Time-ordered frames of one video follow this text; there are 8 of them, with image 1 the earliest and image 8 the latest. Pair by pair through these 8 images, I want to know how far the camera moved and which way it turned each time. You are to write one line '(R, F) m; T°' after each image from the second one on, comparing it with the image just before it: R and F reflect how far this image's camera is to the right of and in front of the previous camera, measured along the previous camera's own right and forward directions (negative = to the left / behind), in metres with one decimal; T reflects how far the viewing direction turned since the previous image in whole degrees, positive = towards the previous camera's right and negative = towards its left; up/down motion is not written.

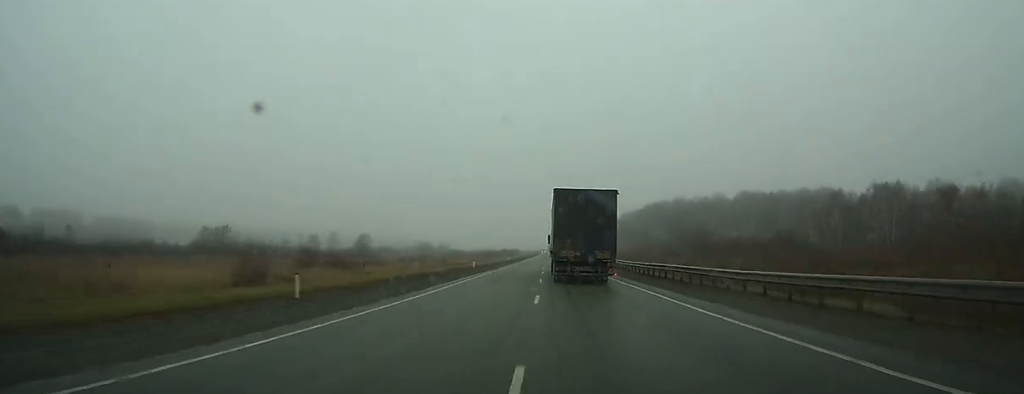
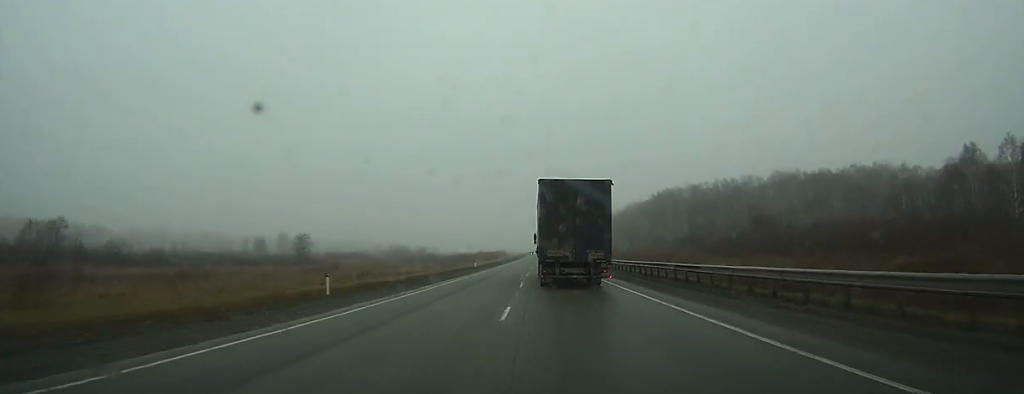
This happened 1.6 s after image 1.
(+0.4, +40.1) m; +1°
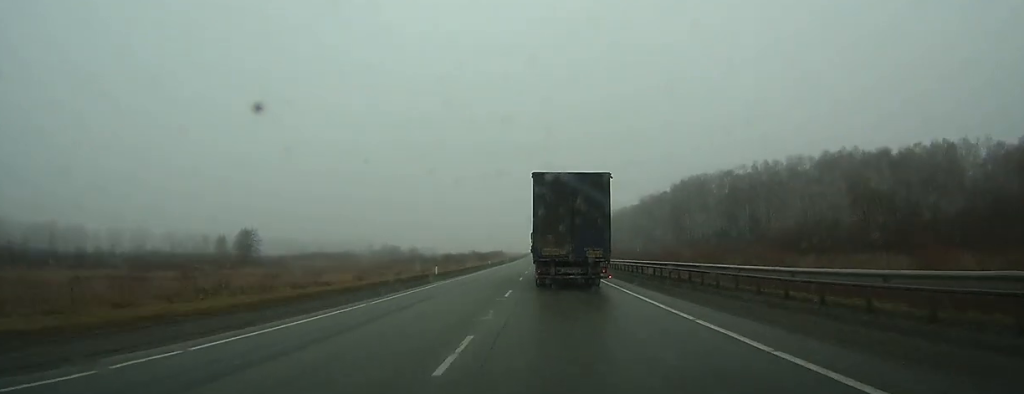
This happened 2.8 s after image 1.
(+0.1, +29.7) m; 0°
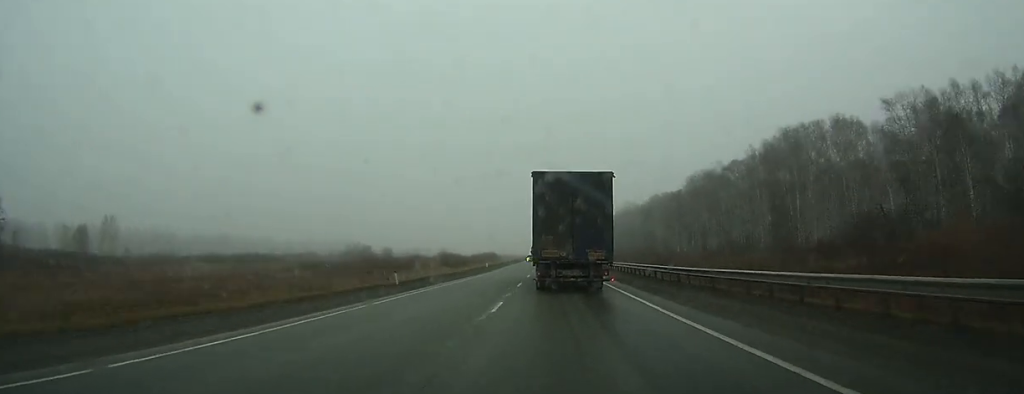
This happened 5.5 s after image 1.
(-0.4, +66.6) m; -1°
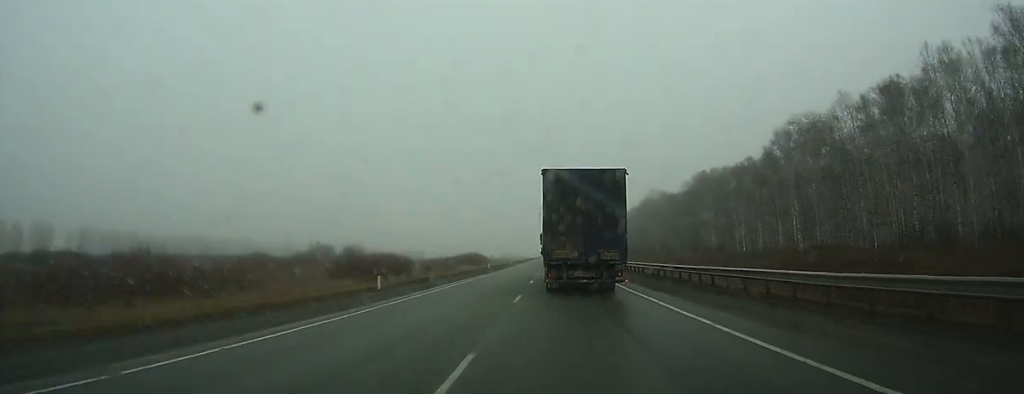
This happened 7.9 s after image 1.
(-0.3, +58.3) m; 0°
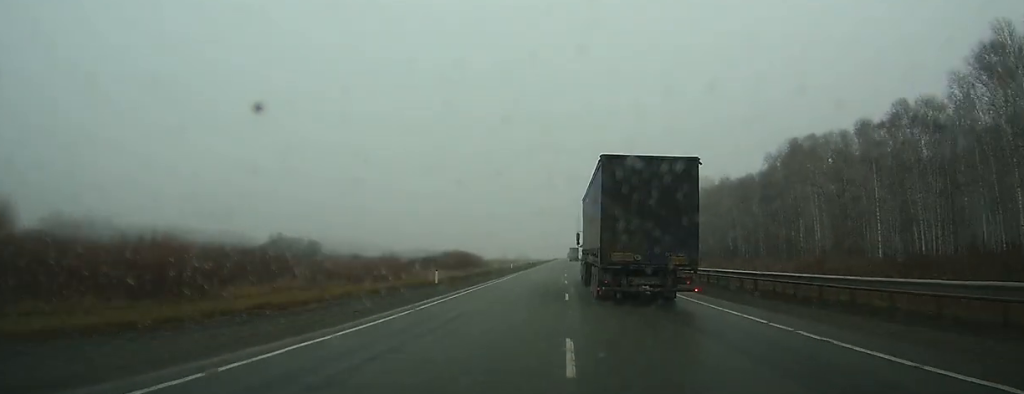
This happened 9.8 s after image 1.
(0.0, +46.5) m; 0°
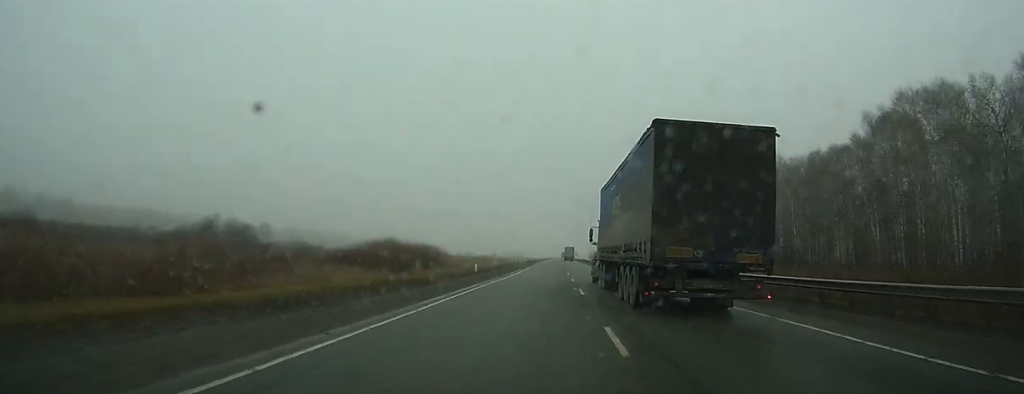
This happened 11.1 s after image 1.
(-0.1, +34.4) m; 0°
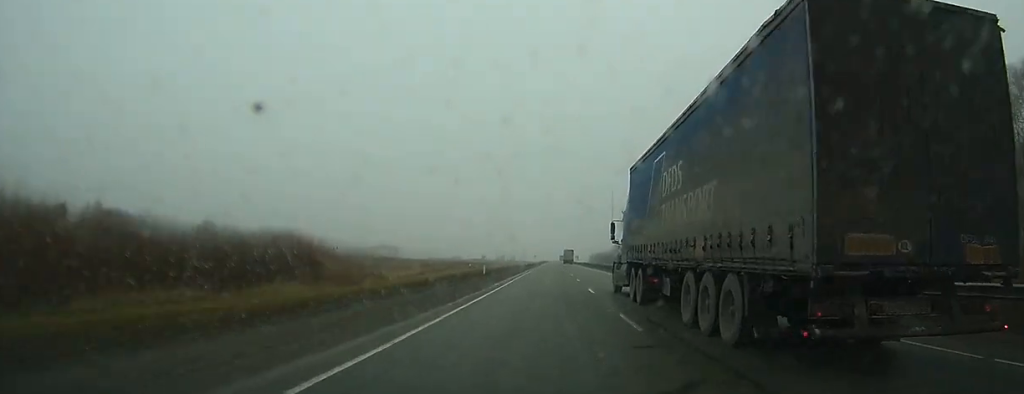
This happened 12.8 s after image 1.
(0.0, +44.3) m; 0°
